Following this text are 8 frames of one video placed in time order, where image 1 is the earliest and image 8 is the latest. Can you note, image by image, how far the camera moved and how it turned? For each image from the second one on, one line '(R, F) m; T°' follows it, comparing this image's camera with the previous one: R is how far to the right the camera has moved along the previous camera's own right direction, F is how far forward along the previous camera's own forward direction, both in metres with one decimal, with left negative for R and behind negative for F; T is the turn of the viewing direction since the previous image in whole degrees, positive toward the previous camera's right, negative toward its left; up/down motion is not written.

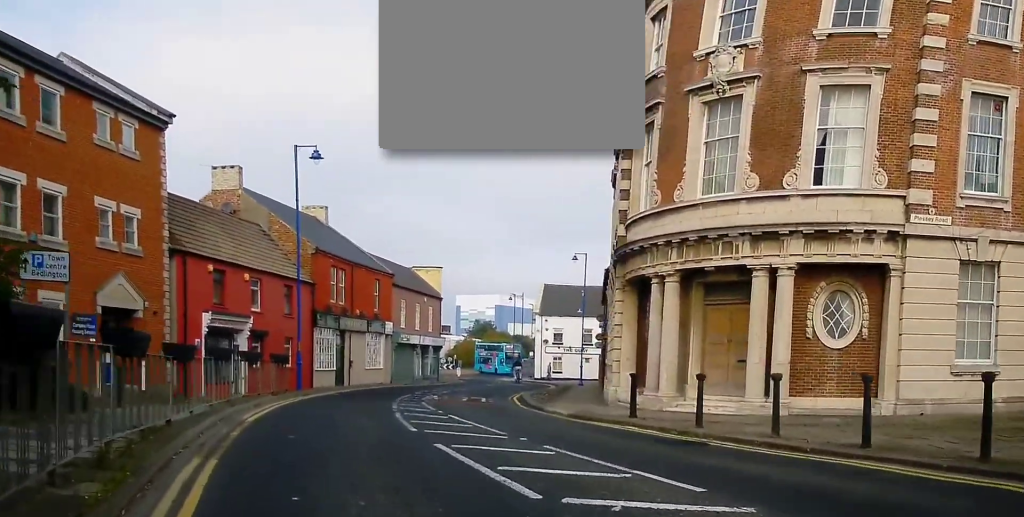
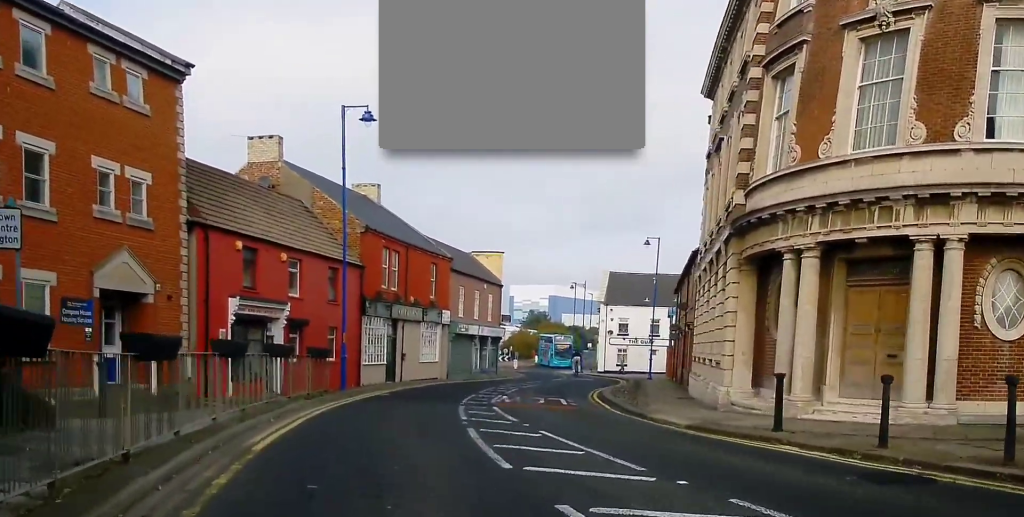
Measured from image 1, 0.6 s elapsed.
(-0.3, +4.2) m; -4°
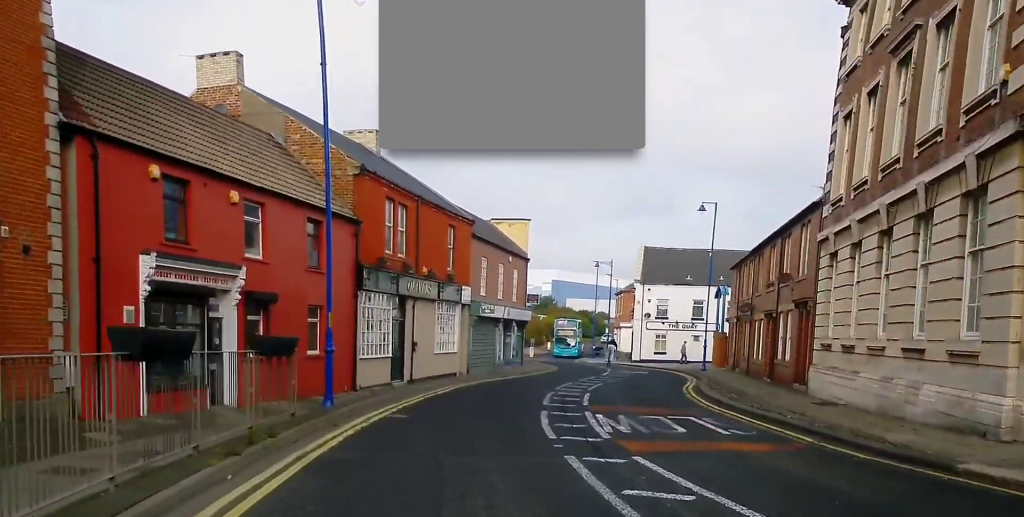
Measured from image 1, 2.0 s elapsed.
(-0.2, +9.1) m; +1°
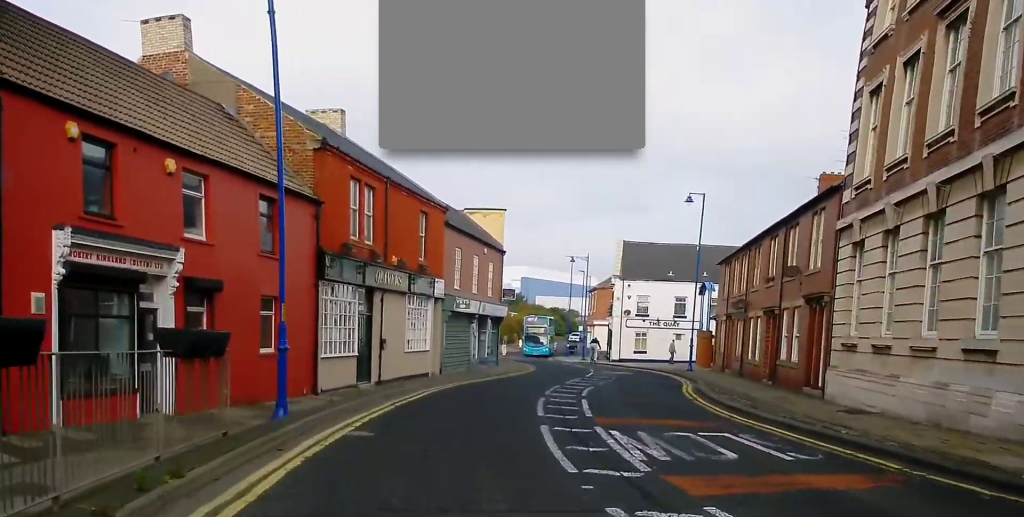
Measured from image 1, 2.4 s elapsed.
(-0.1, +2.8) m; +2°
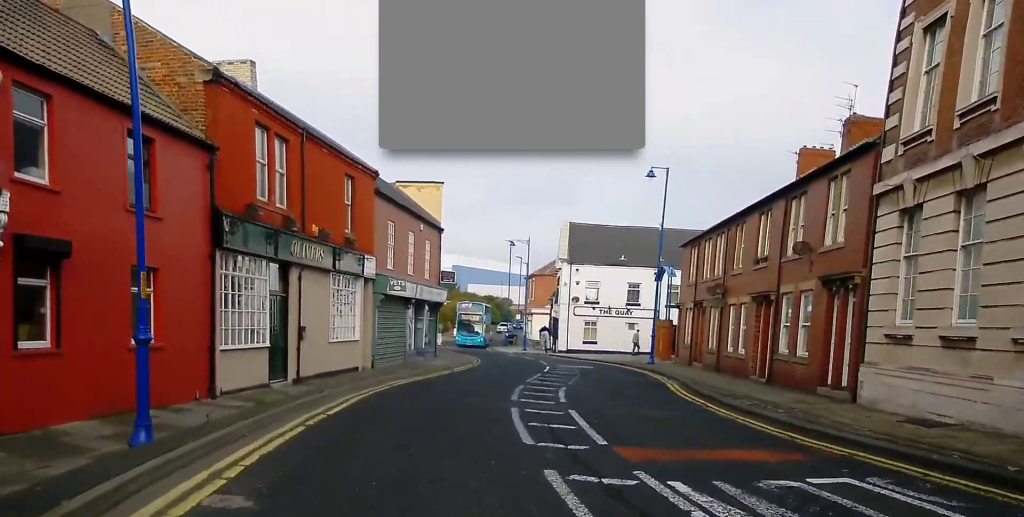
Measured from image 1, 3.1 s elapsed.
(+0.3, +4.8) m; +3°
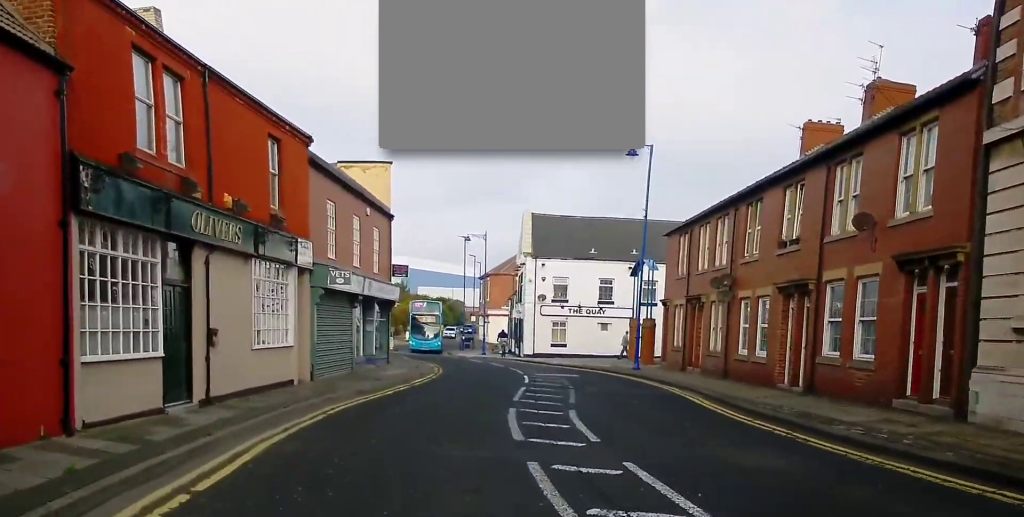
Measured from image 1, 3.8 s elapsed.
(+0.1, +5.4) m; +2°
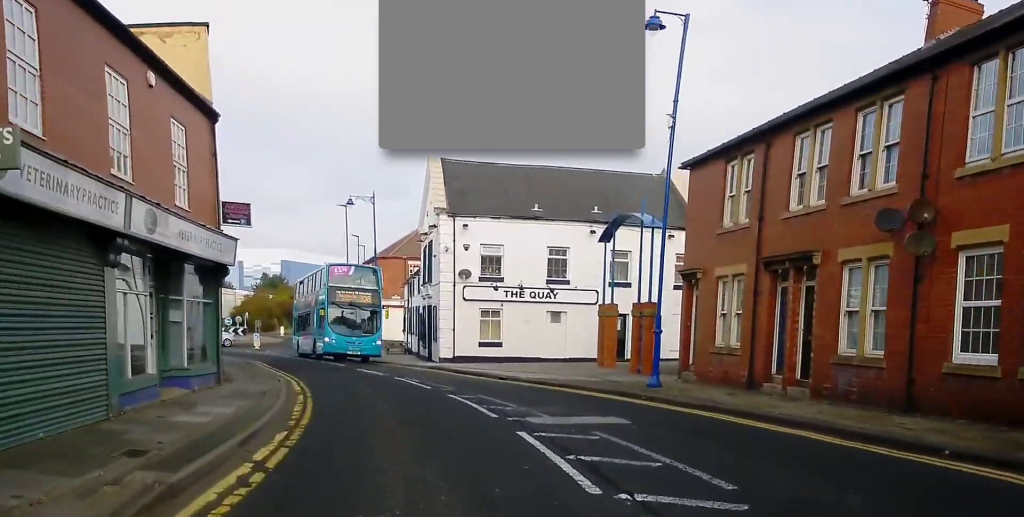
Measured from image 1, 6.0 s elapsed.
(+0.9, +15.0) m; +9°
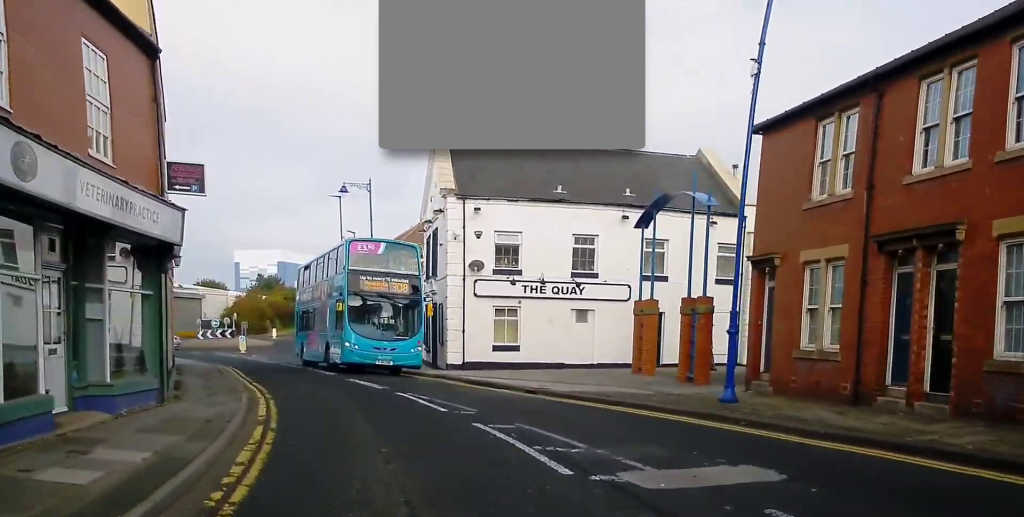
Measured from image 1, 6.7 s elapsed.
(+0.1, +4.6) m; +2°
